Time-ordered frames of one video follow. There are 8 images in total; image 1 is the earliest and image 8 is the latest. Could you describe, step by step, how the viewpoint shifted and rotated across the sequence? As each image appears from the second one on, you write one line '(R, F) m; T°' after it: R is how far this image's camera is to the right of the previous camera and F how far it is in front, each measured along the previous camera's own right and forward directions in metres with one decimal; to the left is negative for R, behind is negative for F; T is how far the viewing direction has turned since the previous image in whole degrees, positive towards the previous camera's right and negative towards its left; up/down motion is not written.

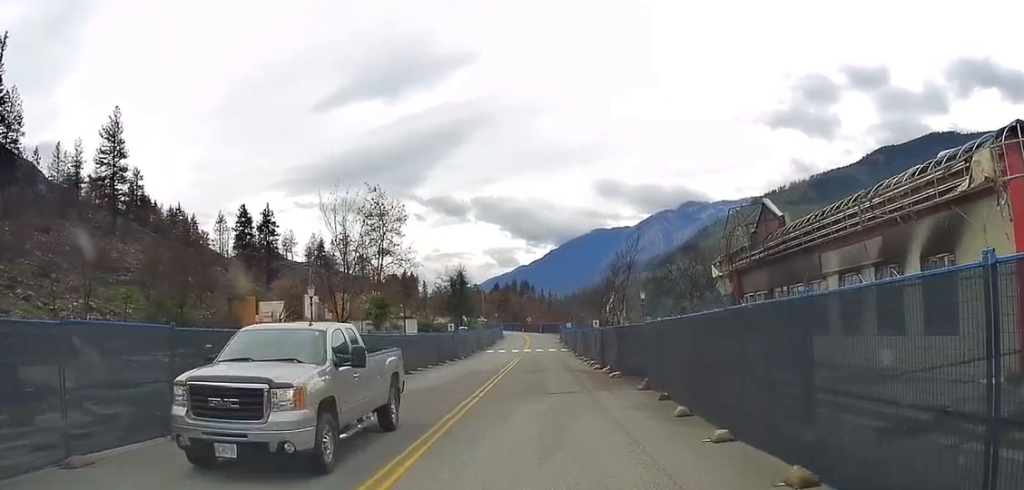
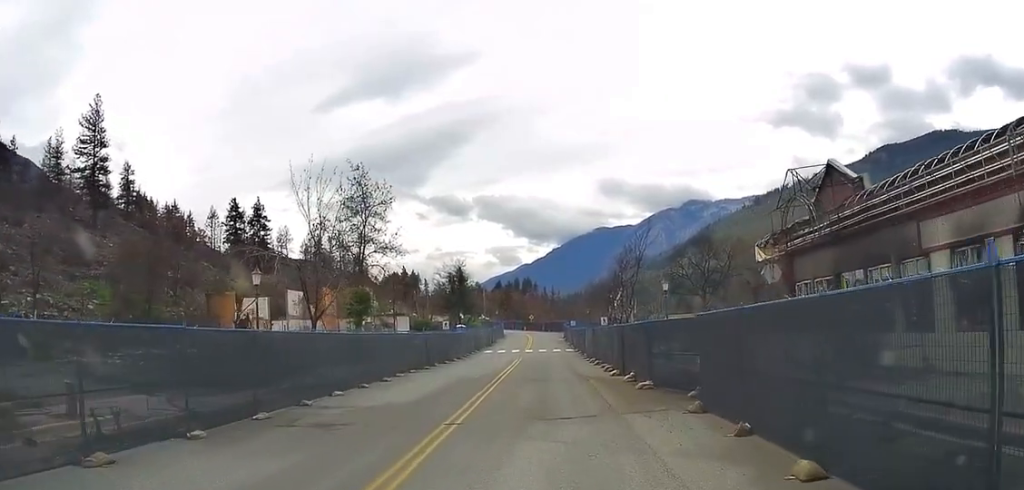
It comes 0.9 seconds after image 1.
(-0.5, +6.1) m; -2°
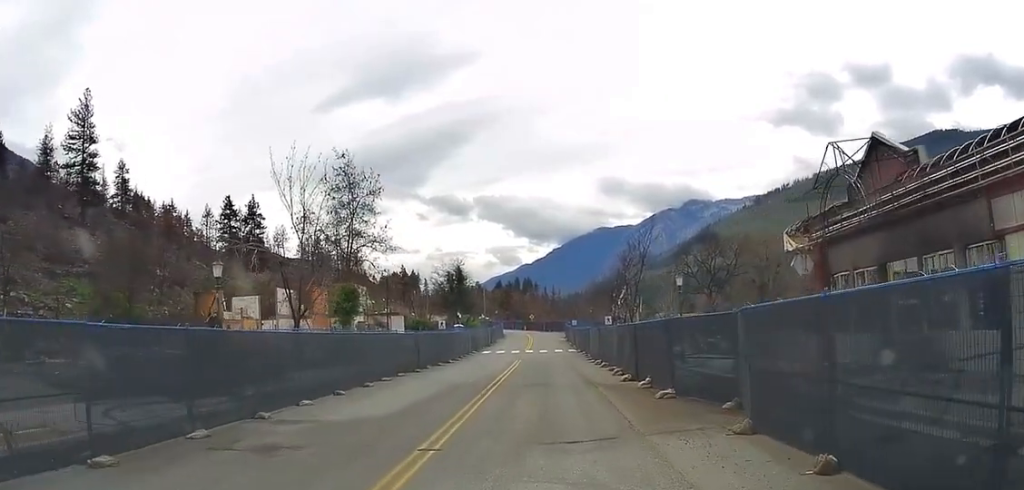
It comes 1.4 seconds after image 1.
(+0.1, +3.1) m; +3°
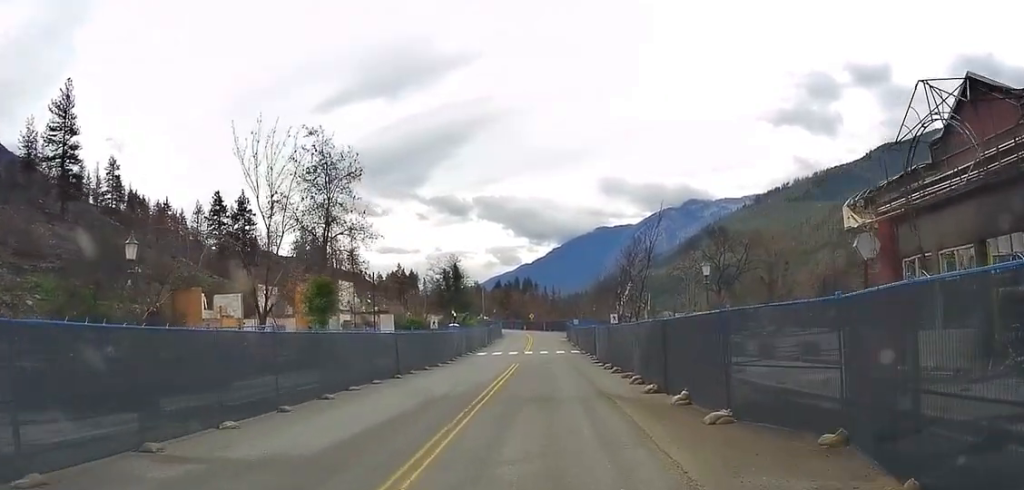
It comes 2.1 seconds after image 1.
(+0.2, +4.7) m; +2°
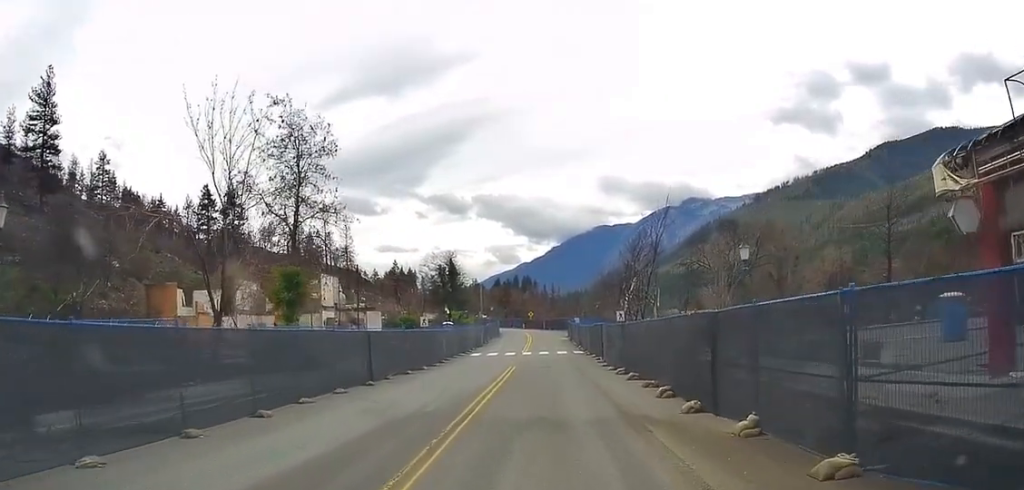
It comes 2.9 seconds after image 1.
(+0.2, +4.6) m; 0°
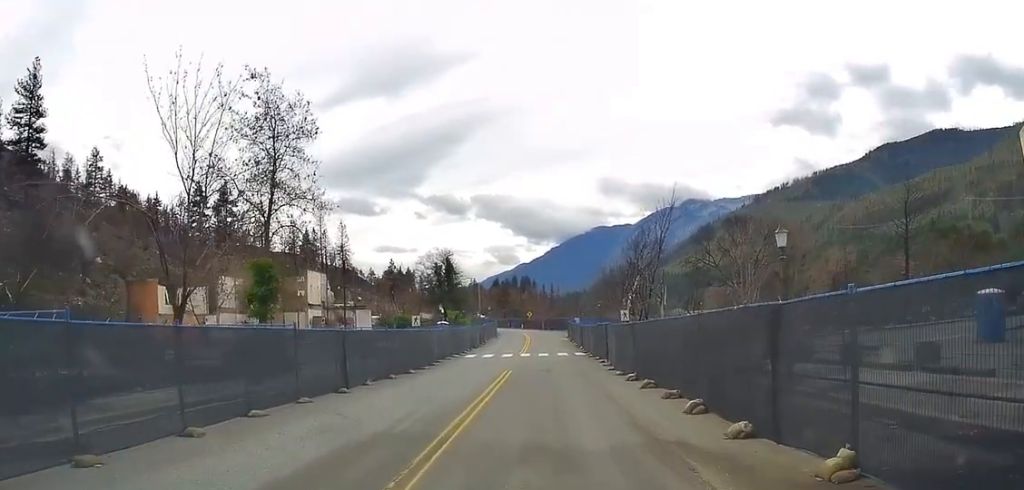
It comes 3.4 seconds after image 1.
(-0.2, +3.2) m; 0°
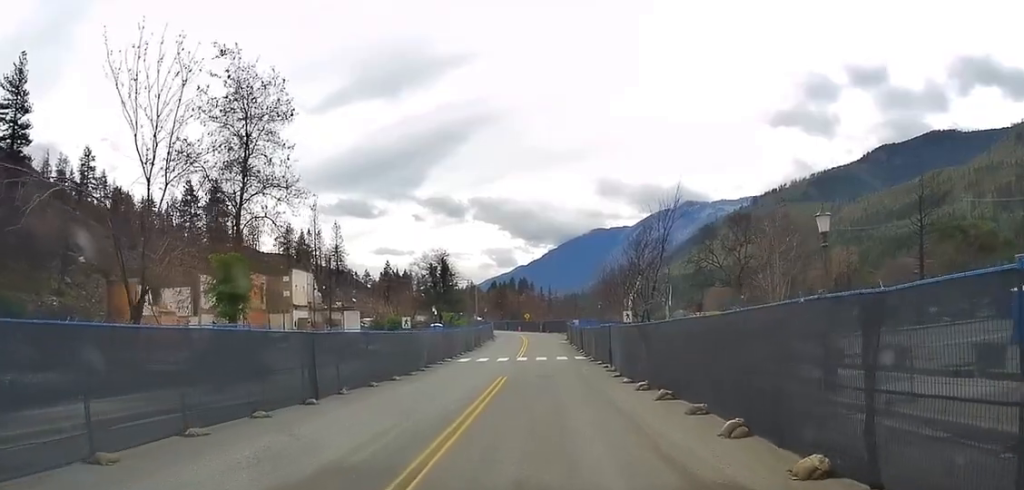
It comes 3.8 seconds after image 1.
(-0.1, +2.8) m; 0°
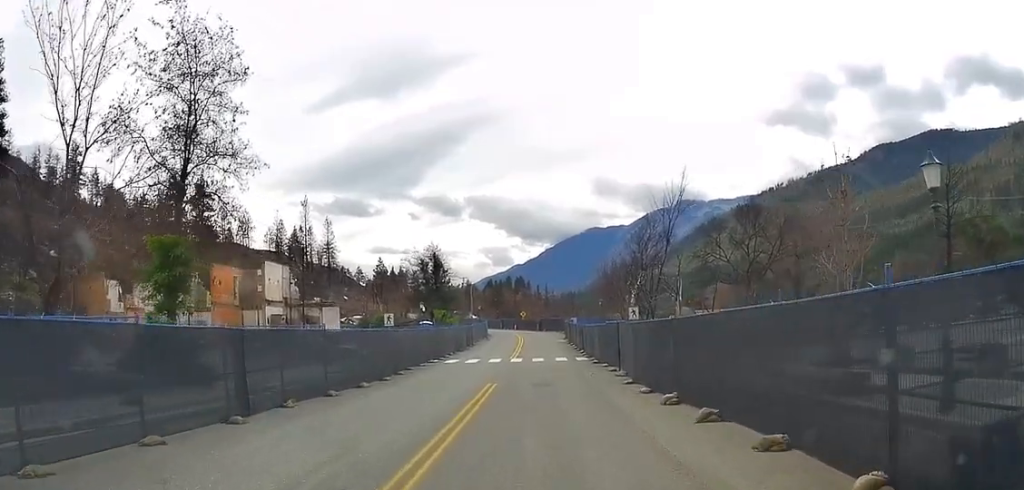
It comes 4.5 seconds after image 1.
(+0.2, +4.6) m; -2°
